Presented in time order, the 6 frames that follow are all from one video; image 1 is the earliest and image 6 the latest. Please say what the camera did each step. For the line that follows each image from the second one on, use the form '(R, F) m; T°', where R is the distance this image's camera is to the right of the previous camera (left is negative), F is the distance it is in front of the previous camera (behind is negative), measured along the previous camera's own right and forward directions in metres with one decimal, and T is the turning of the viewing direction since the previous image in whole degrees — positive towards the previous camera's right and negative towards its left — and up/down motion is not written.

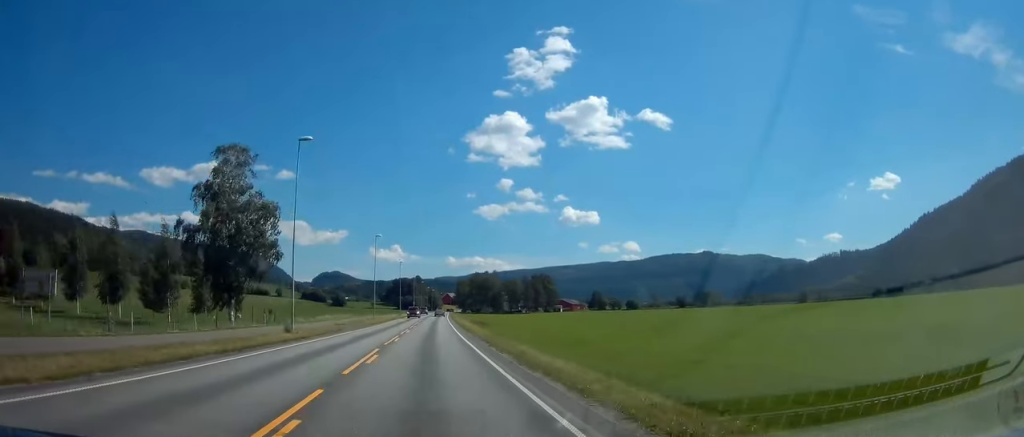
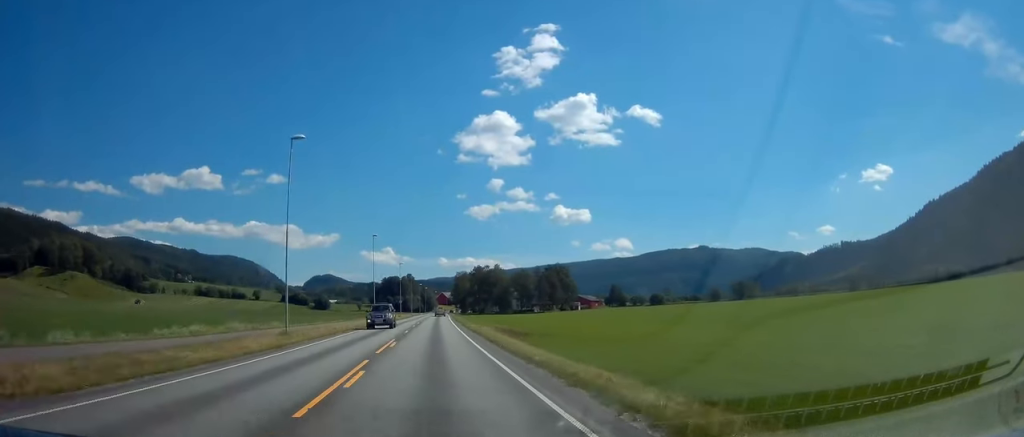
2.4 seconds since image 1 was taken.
(+0.7, +55.5) m; +2°
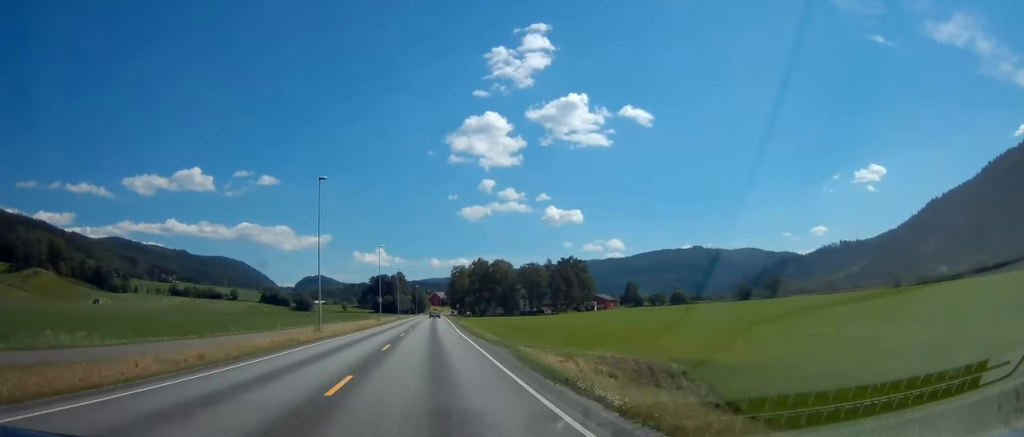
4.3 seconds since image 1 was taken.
(+0.5, +40.6) m; +1°
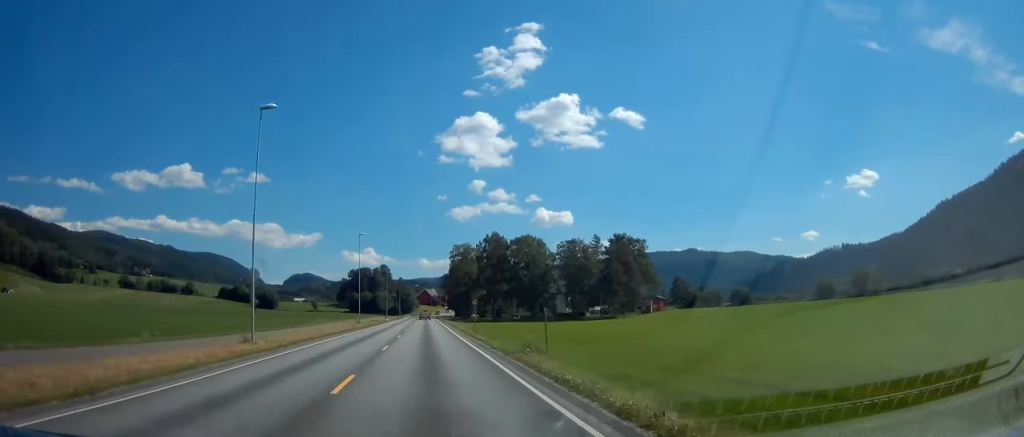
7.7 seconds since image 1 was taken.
(0.0, +70.6) m; 0°
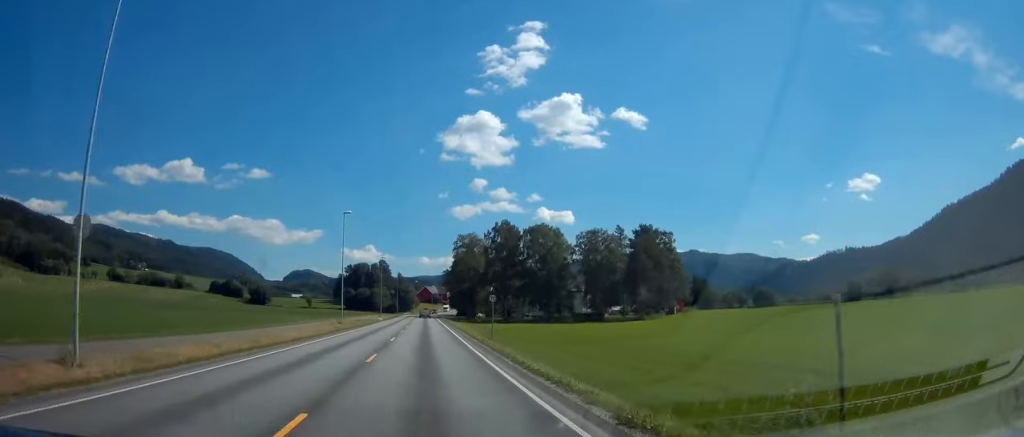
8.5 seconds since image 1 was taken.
(0.0, +16.6) m; 0°
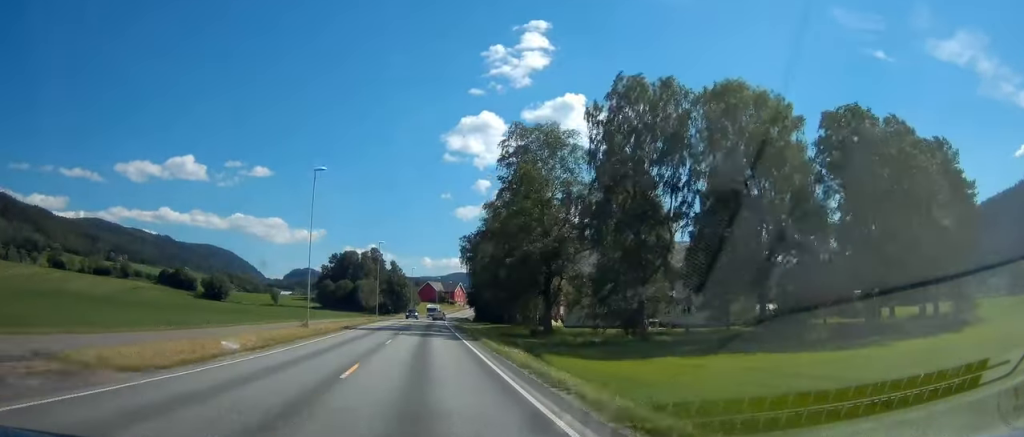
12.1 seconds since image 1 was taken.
(0.0, +74.1) m; +1°
